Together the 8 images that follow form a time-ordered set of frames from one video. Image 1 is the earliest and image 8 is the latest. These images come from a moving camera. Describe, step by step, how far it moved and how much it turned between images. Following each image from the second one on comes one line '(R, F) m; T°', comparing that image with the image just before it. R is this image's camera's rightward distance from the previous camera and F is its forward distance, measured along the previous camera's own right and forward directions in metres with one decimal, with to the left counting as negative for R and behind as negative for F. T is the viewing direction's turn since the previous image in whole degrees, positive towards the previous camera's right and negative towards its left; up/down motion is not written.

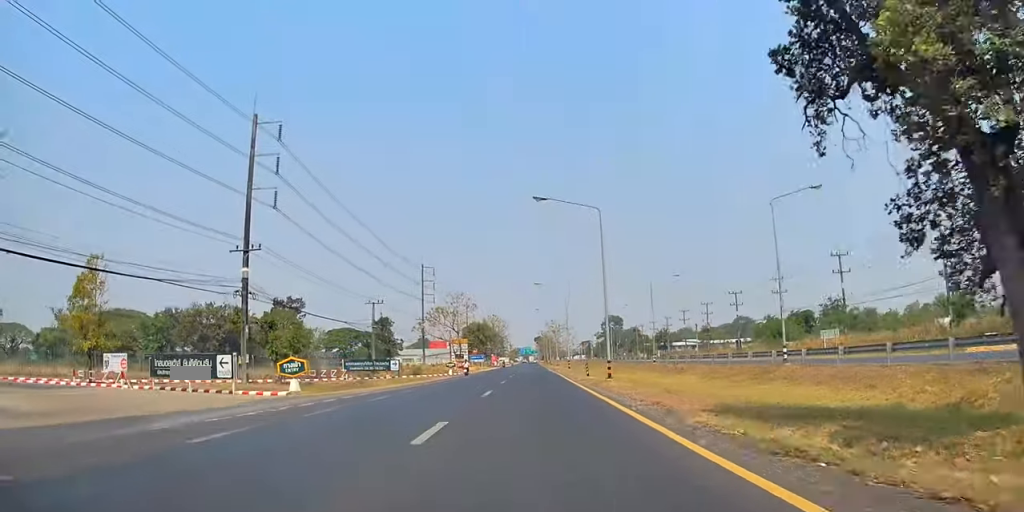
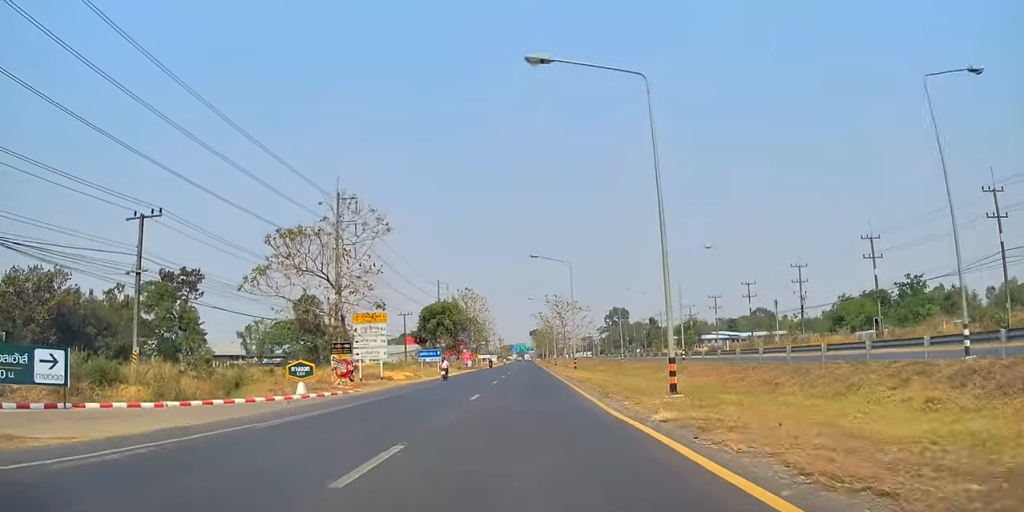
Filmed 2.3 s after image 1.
(-0.5, +52.1) m; -1°
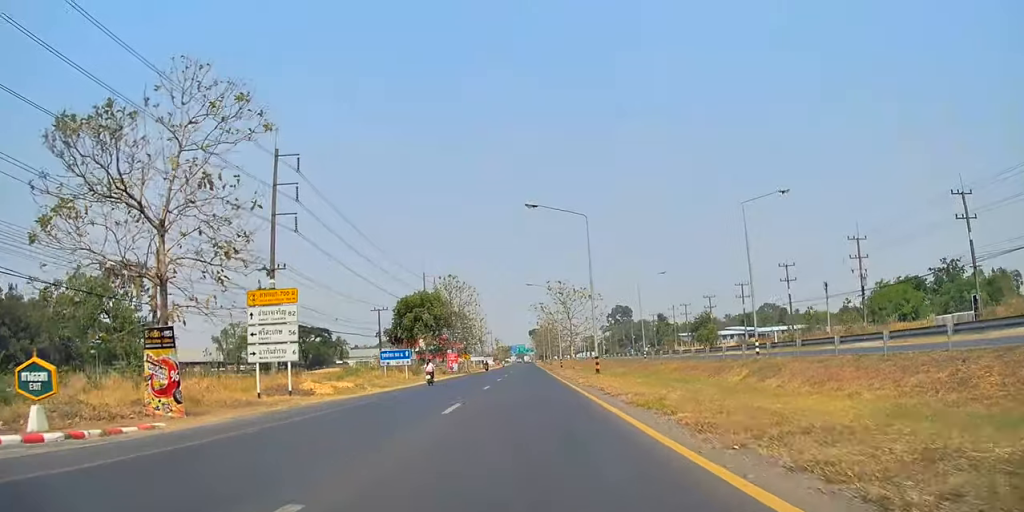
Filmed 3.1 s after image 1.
(0.0, +17.8) m; +1°
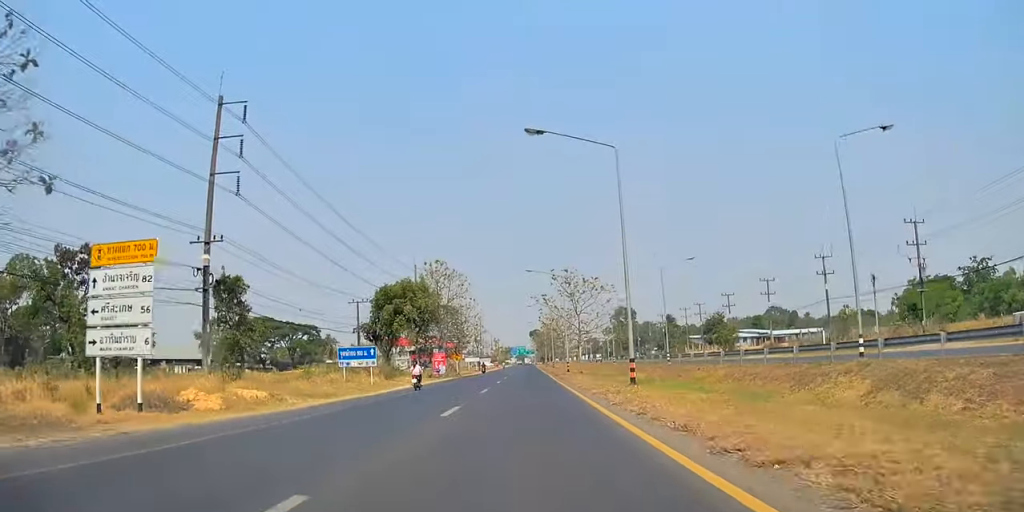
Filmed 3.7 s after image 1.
(-0.2, +11.5) m; +1°
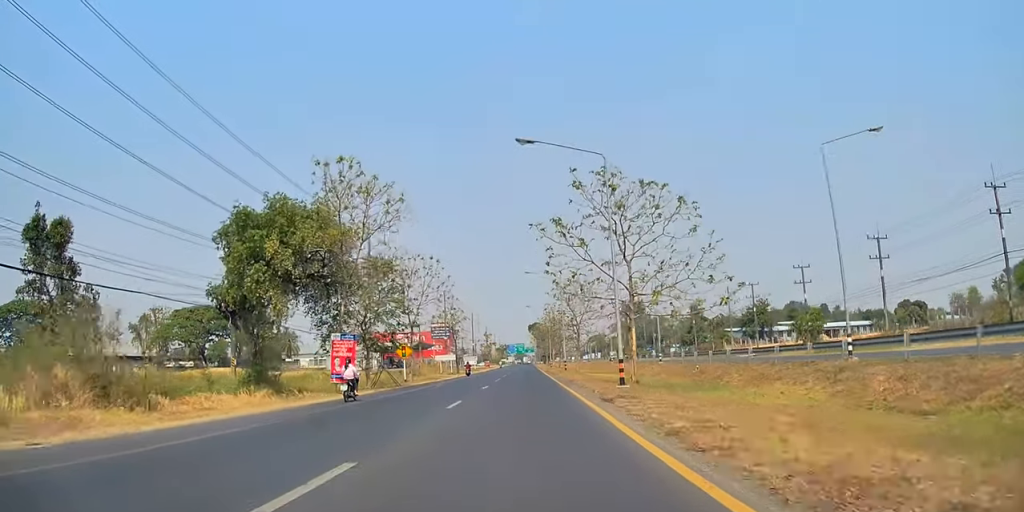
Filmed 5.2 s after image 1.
(+0.3, +34.7) m; -1°
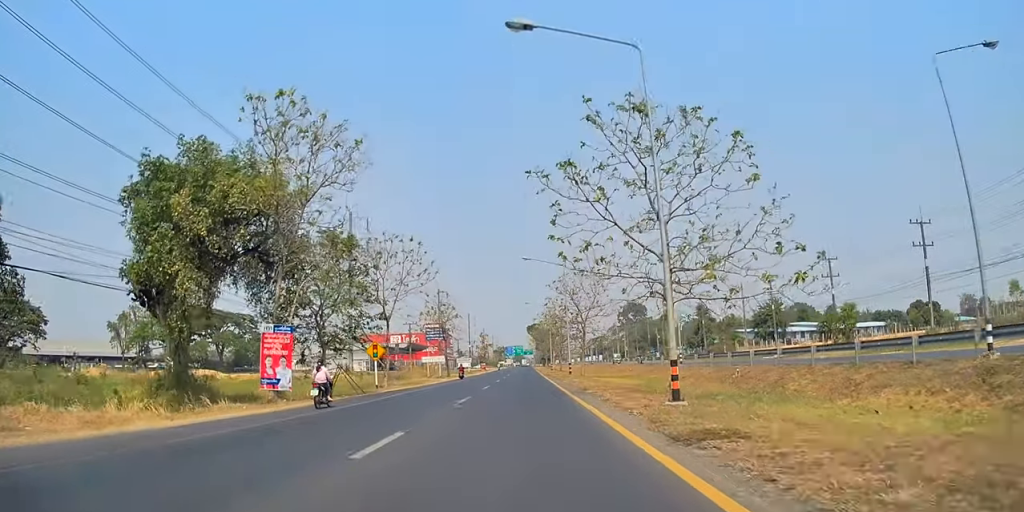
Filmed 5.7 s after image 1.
(-0.1, +9.2) m; -1°
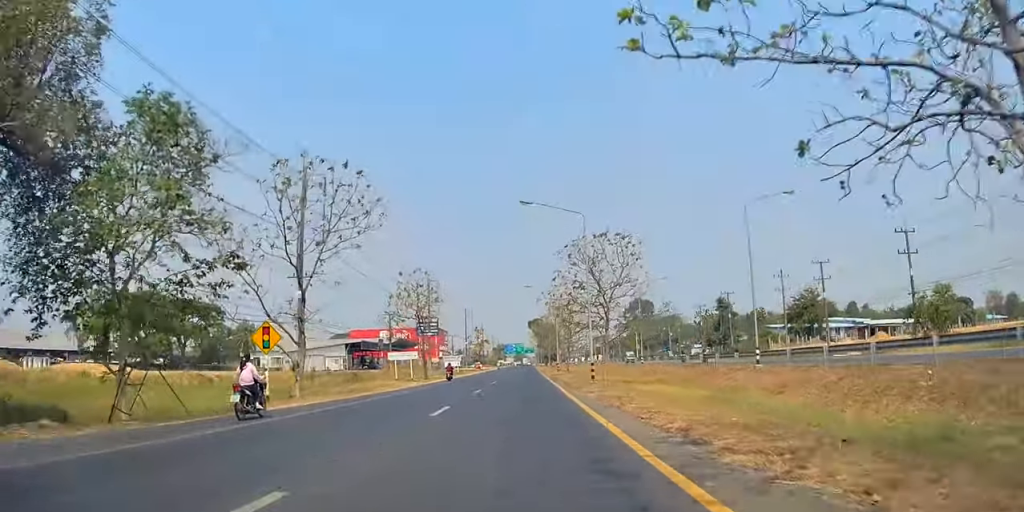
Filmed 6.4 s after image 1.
(+0.1, +16.8) m; +1°
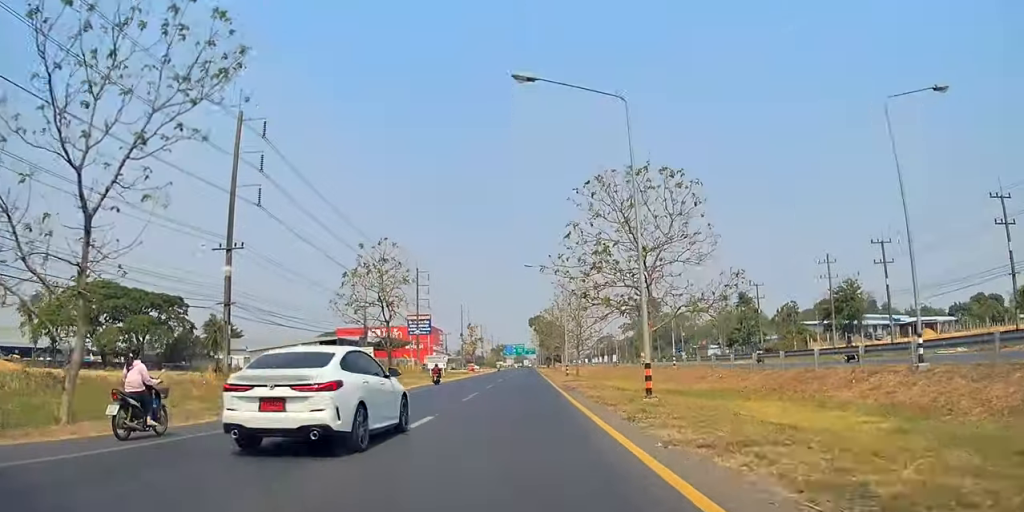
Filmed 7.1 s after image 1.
(+0.2, +14.8) m; 0°
